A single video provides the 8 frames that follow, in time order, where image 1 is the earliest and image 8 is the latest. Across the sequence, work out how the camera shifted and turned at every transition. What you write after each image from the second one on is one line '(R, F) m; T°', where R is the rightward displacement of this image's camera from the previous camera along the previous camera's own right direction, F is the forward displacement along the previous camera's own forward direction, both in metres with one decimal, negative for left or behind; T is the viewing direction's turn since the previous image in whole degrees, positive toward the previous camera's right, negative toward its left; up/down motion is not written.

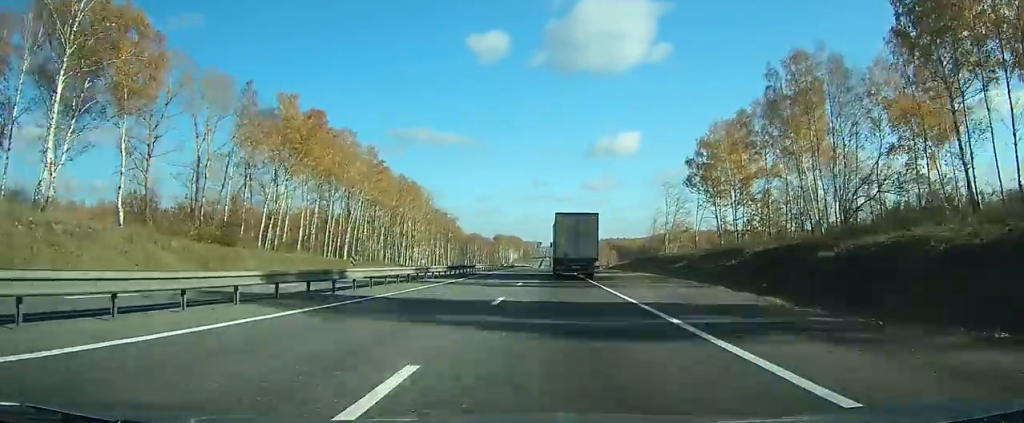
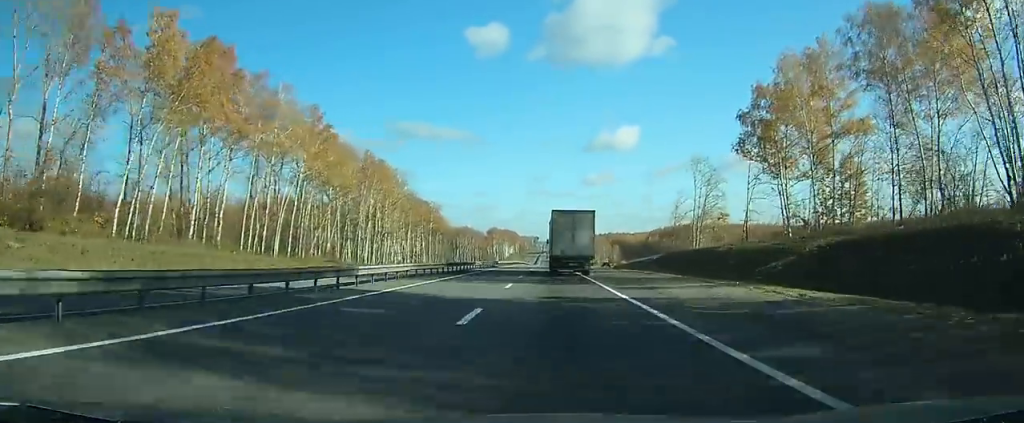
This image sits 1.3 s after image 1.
(+0.2, +28.2) m; 0°
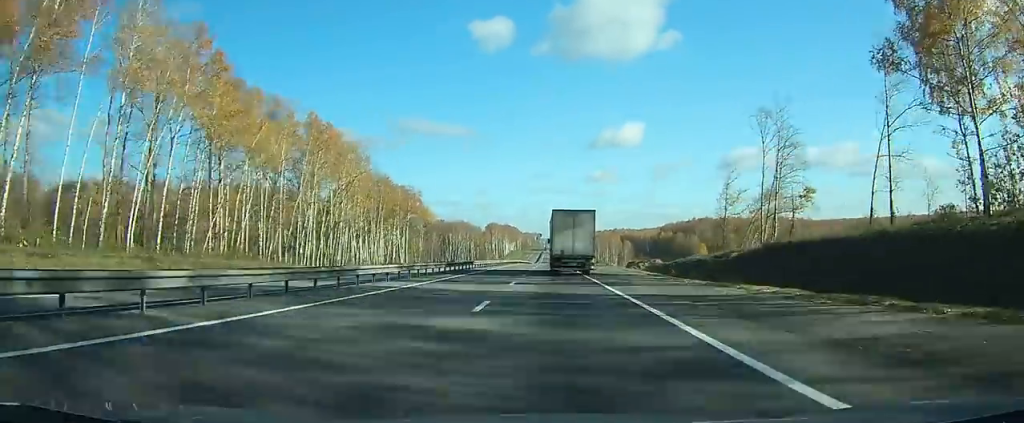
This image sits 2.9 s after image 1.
(0.0, +32.4) m; 0°
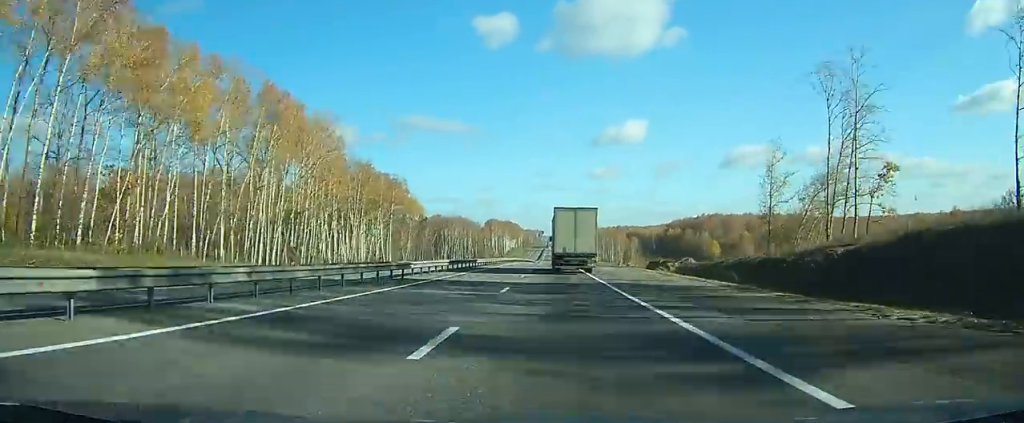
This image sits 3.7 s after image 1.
(-0.1, +17.0) m; 0°
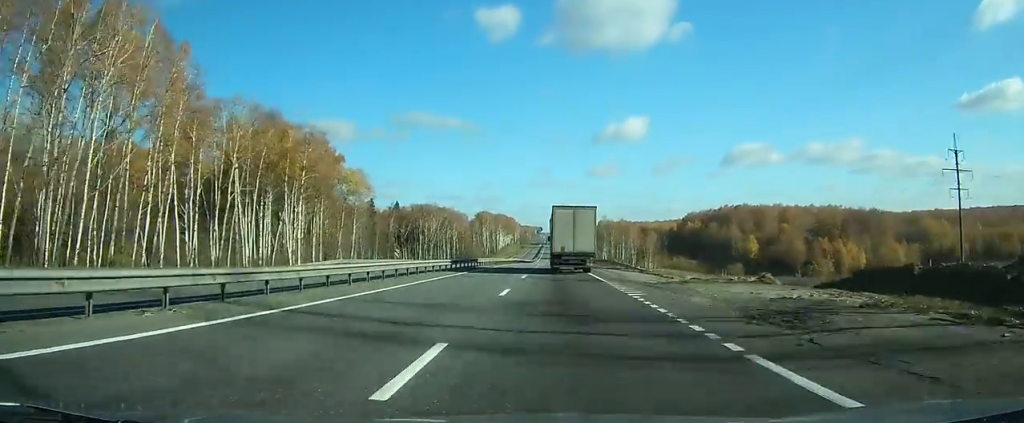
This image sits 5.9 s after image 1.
(-0.2, +50.1) m; 0°
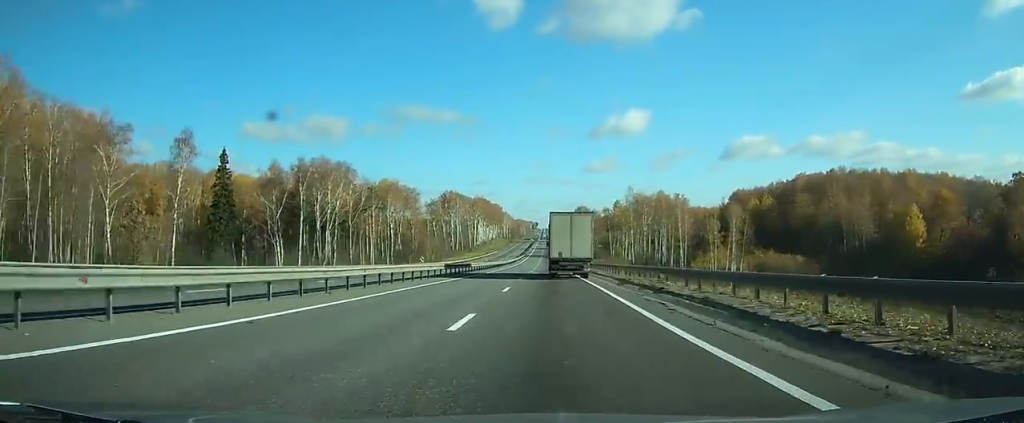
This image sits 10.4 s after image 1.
(+0.7, +104.6) m; 0°
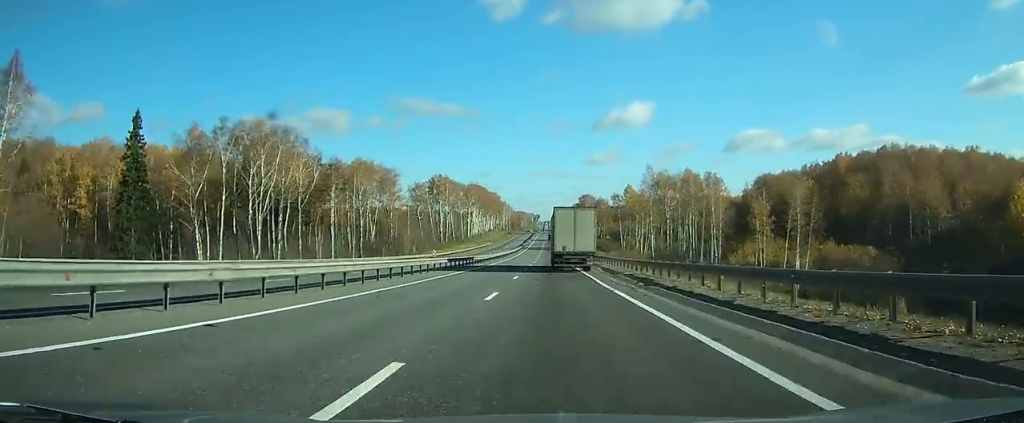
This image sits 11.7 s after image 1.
(-0.1, +29.3) m; 0°
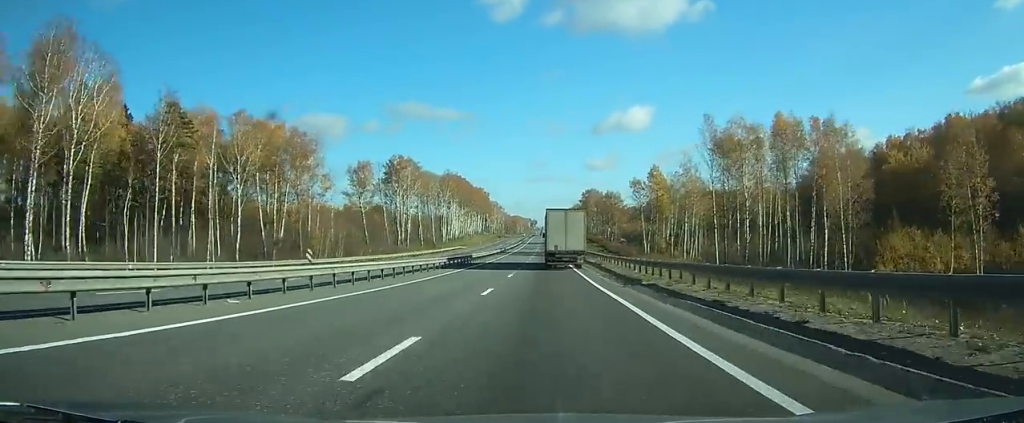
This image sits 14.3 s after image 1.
(-0.2, +55.9) m; 0°
